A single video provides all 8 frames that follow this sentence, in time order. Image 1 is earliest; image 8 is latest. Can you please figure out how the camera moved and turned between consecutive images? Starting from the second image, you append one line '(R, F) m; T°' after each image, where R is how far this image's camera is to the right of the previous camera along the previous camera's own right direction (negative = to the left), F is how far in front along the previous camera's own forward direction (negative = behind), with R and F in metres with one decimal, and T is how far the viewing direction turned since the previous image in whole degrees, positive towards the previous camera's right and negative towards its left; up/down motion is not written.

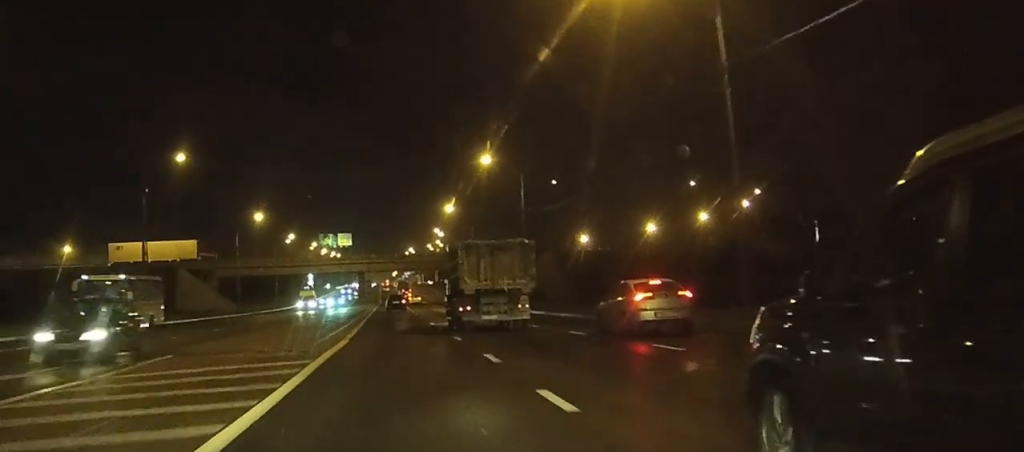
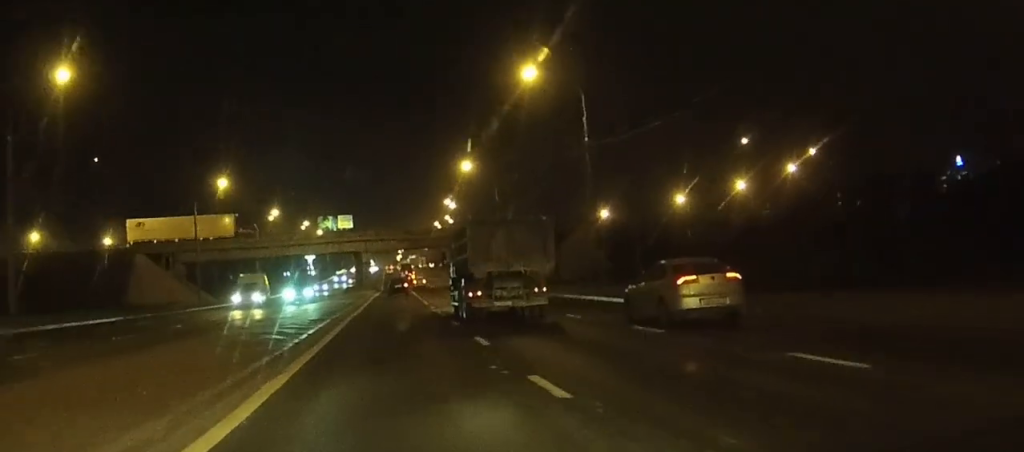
(0.0, +23.0) m; 0°
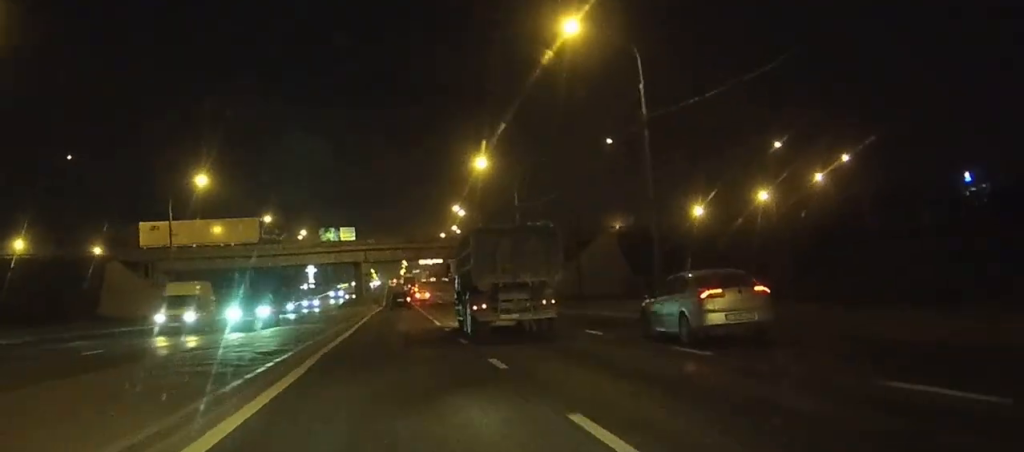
(0.0, +10.4) m; 0°
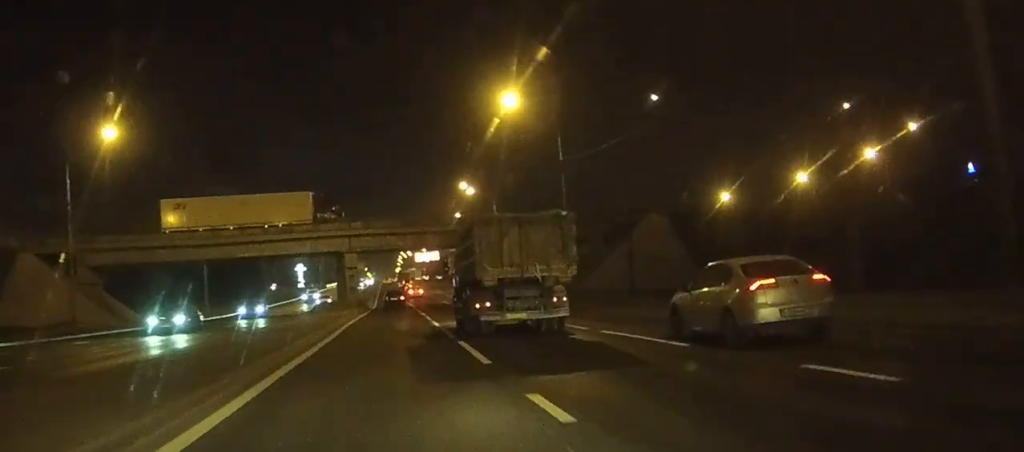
(0.0, +21.8) m; +1°
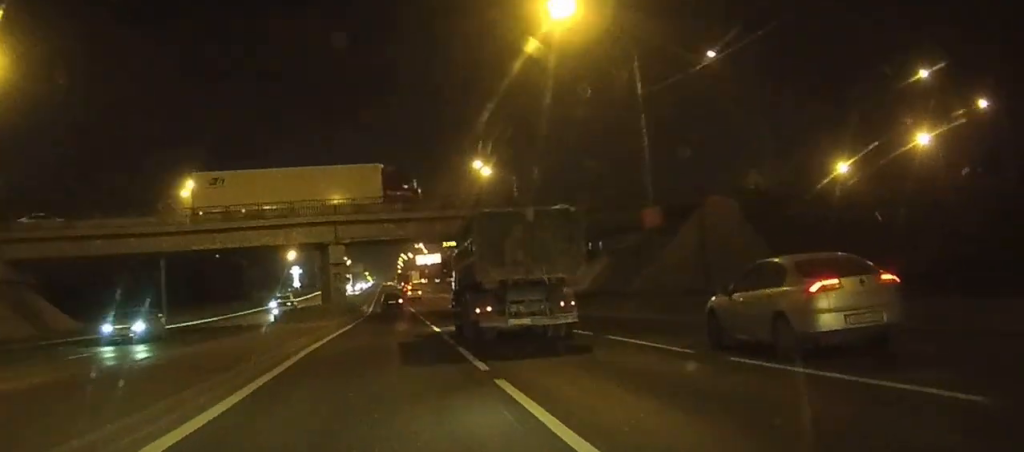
(+0.1, +16.5) m; 0°
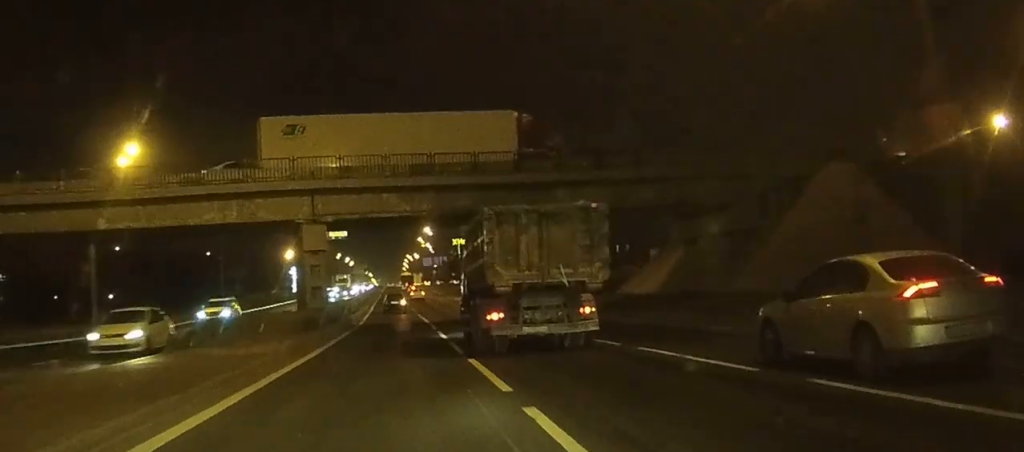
(0.0, +18.3) m; 0°
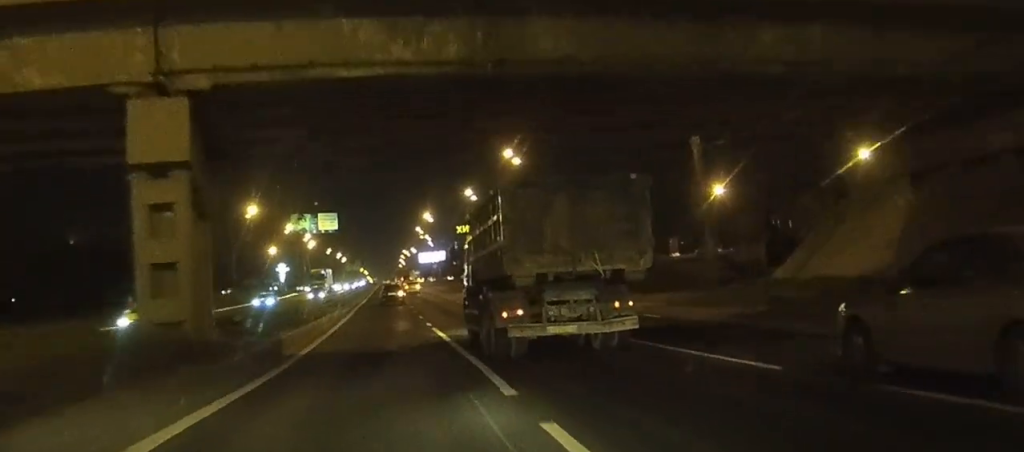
(+0.1, +25.8) m; 0°
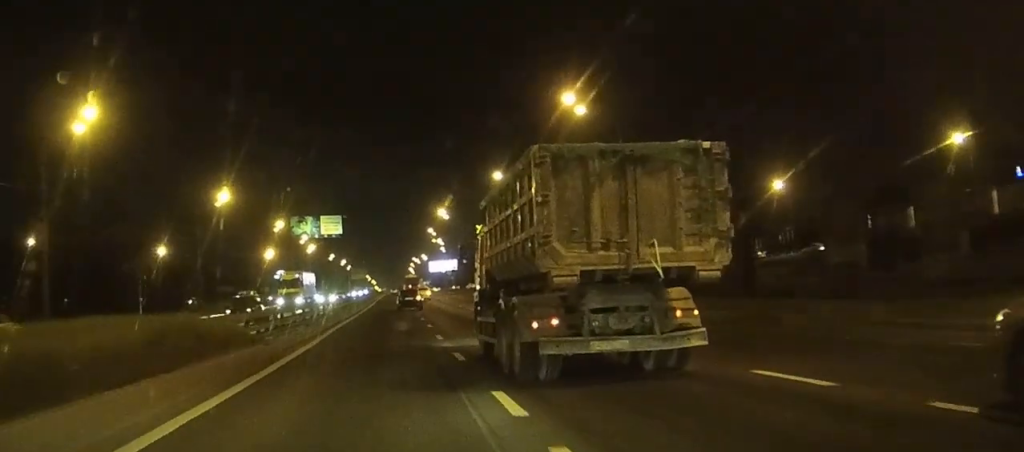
(0.0, +23.3) m; -1°
